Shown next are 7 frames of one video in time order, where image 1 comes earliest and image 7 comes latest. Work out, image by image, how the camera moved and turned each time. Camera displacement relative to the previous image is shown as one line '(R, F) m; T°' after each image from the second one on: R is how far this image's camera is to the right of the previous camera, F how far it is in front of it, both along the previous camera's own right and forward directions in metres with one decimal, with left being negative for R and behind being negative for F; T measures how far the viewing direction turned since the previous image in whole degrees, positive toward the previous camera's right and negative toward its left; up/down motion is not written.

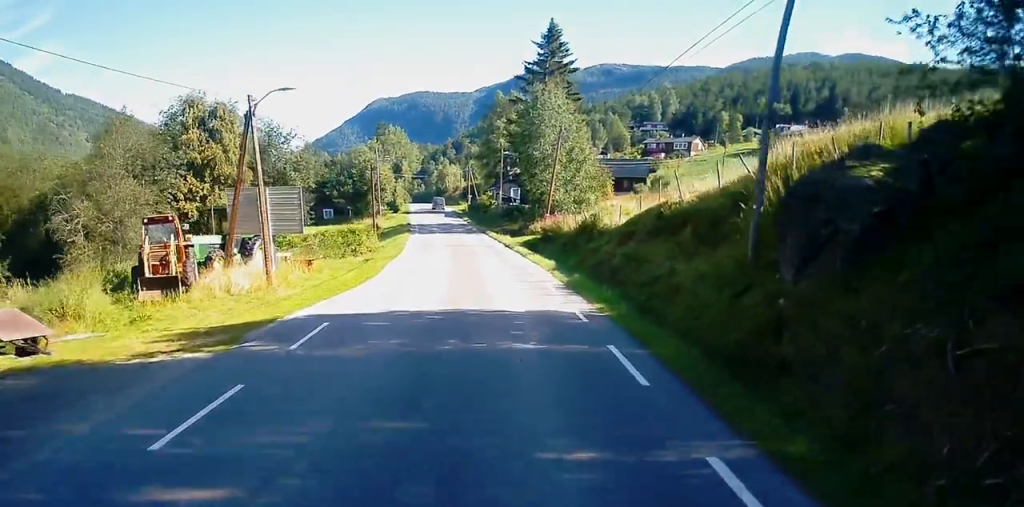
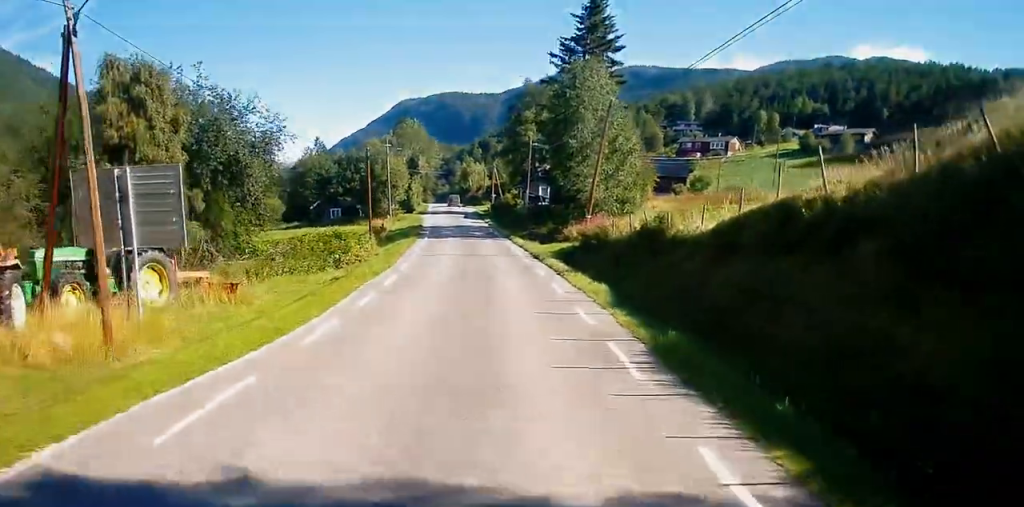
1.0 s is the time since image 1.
(-0.4, +11.4) m; -2°
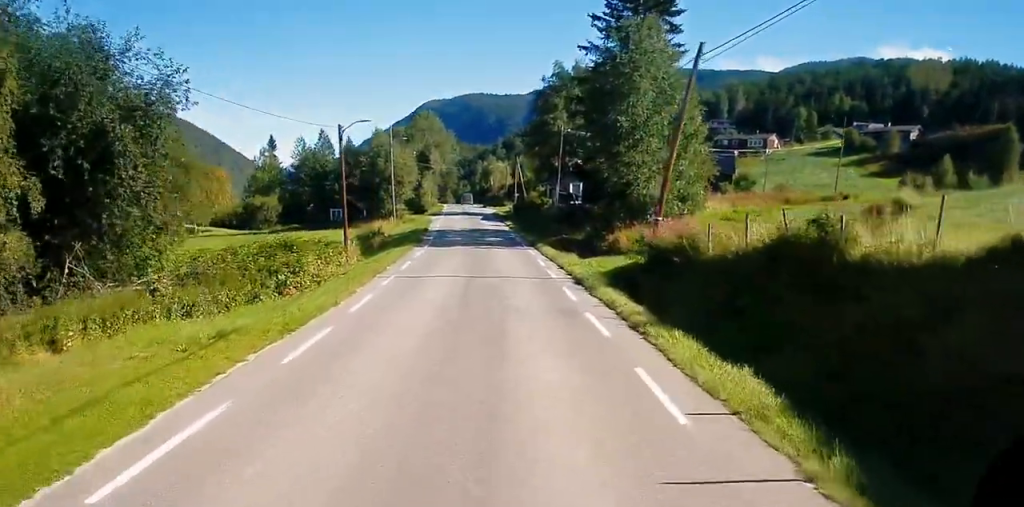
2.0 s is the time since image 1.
(-0.1, +13.1) m; 0°
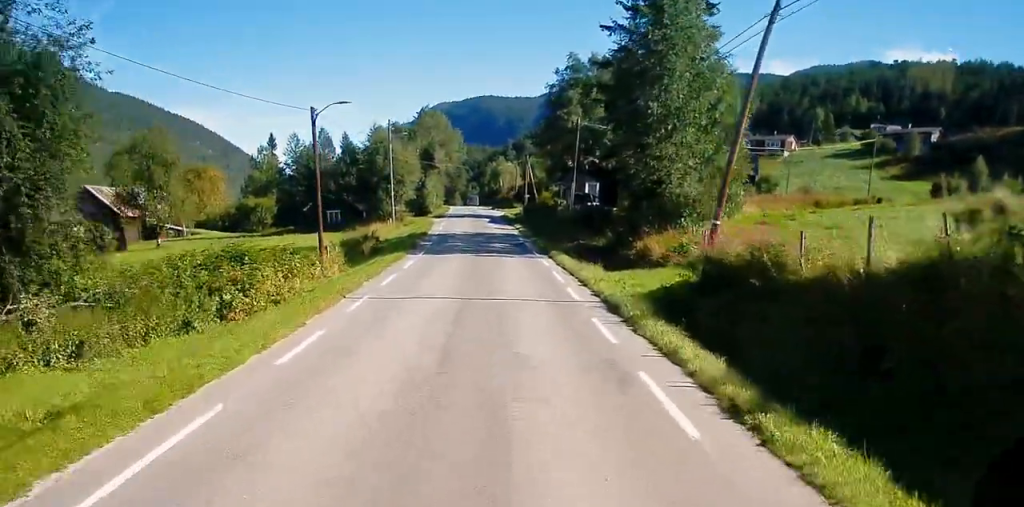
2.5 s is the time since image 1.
(0.0, +6.2) m; 0°
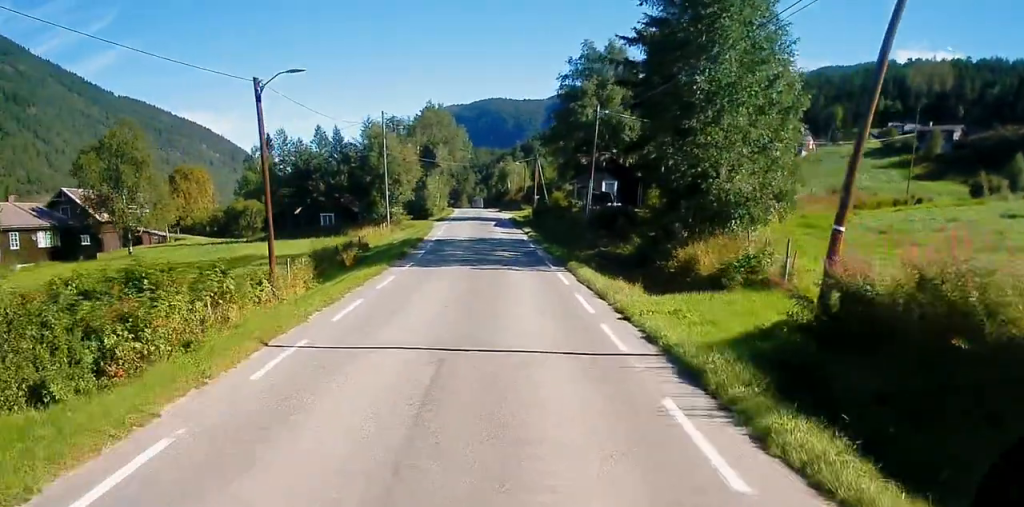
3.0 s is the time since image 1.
(0.0, +6.9) m; 0°
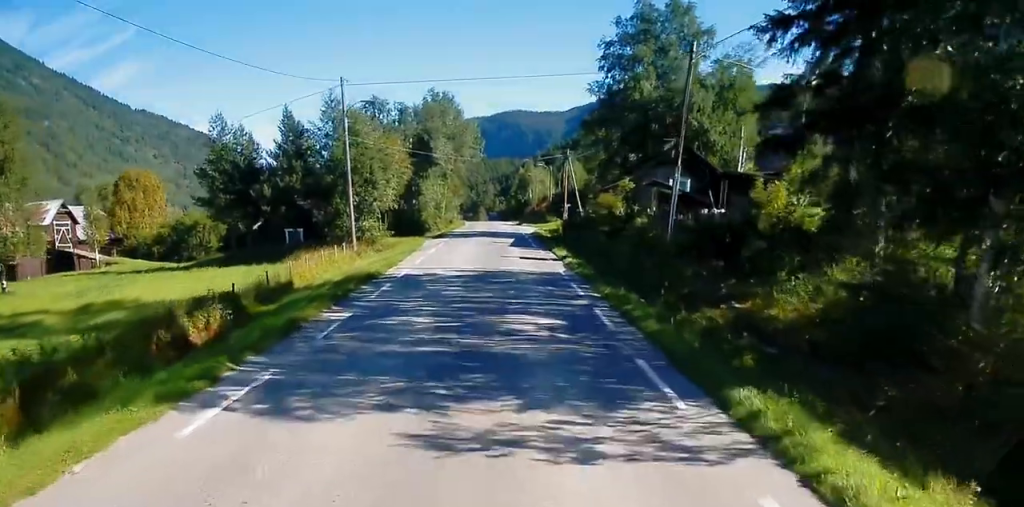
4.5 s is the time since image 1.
(-0.1, +19.8) m; -1°
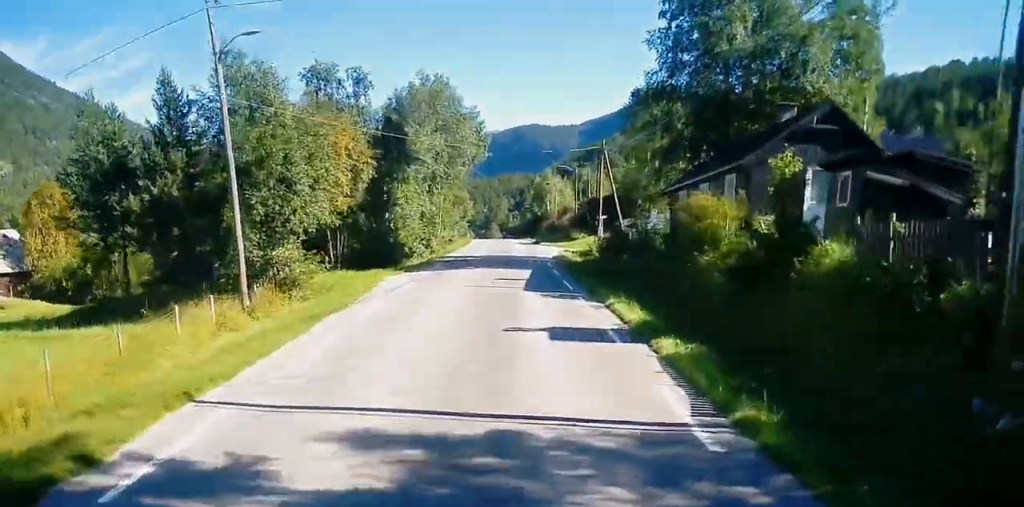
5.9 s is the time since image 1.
(-0.4, +18.7) m; -2°
